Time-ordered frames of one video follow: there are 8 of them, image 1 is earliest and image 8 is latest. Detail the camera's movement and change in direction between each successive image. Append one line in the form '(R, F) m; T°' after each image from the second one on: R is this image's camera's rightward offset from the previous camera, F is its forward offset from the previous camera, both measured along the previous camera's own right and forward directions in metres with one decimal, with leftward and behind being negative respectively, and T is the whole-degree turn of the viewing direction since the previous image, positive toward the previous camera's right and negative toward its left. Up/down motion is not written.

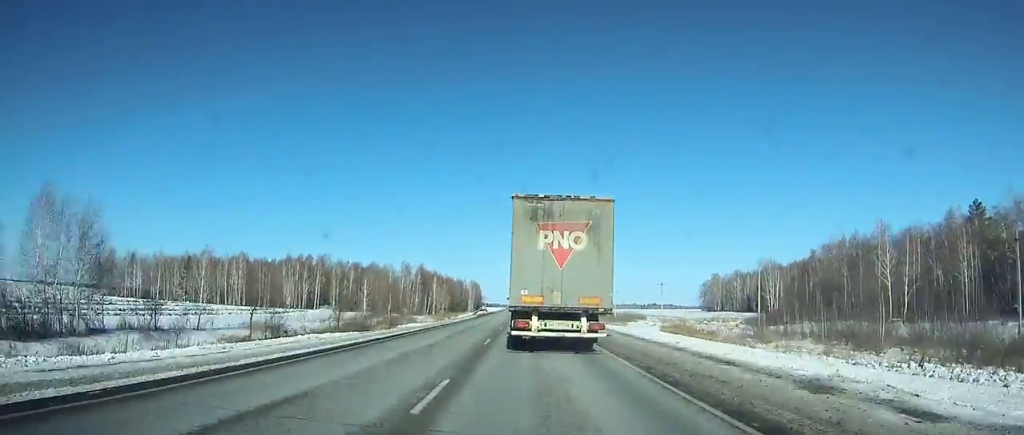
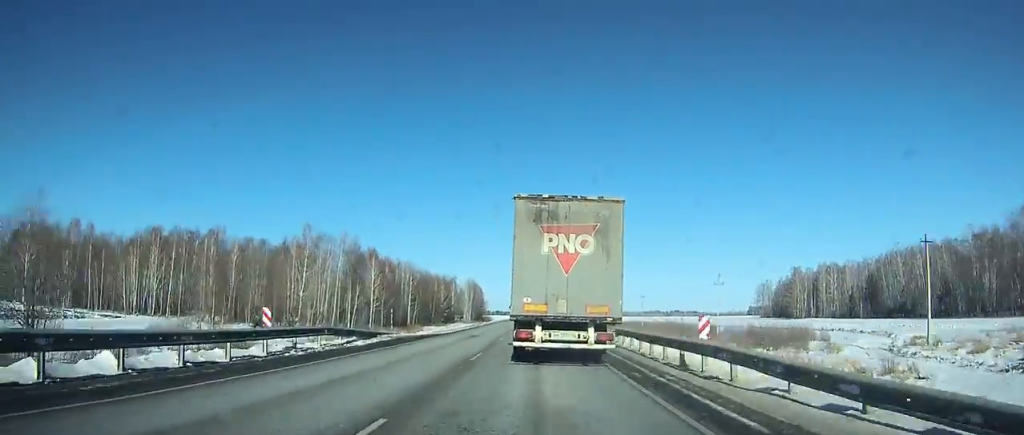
(-0.6, +93.1) m; -1°
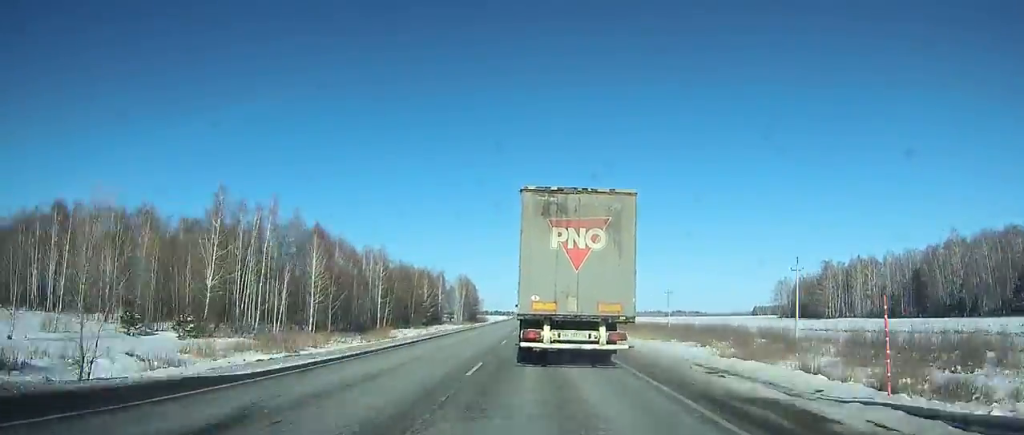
(-0.2, +29.8) m; 0°
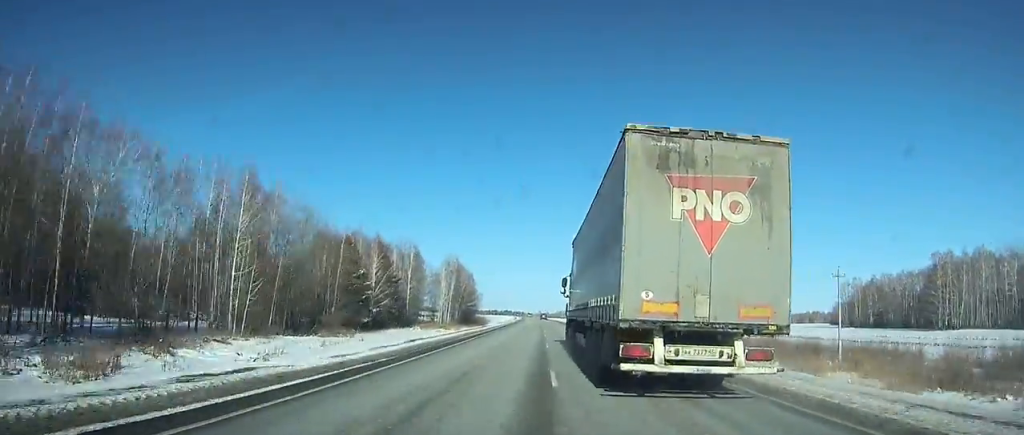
(-0.4, +63.9) m; -1°
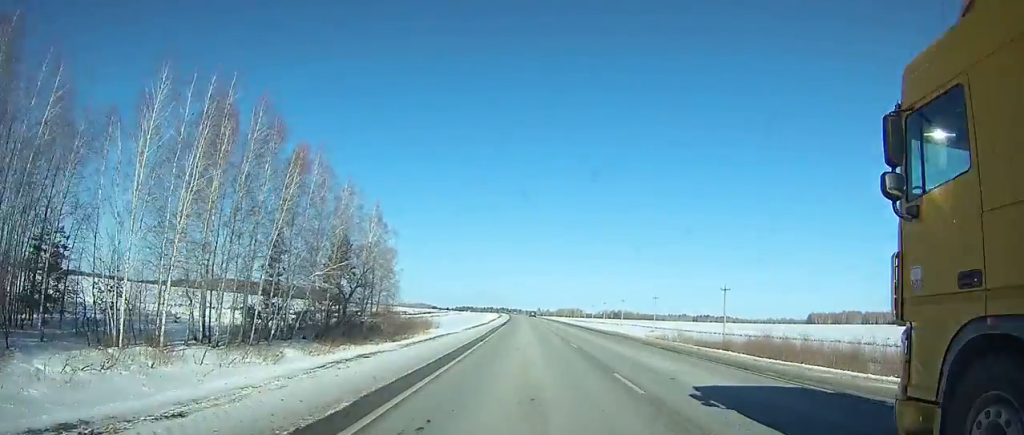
(-0.6, +119.7) m; 0°
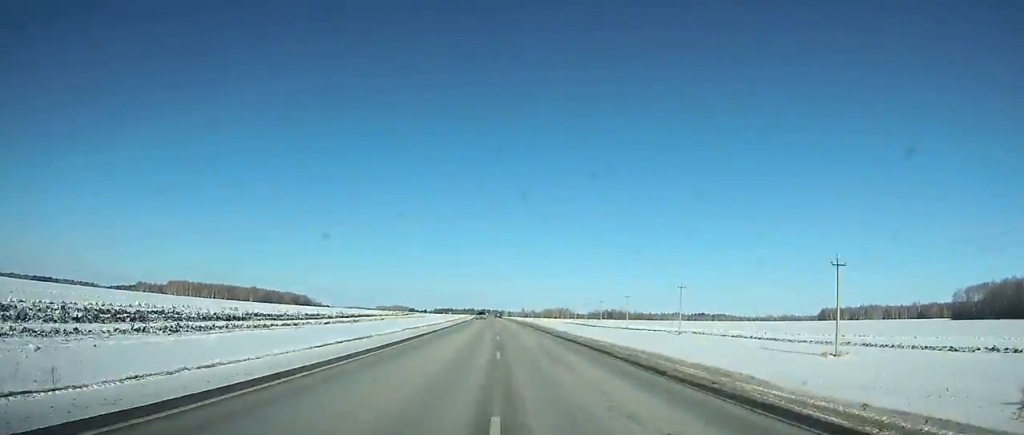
(+0.7, +87.7) m; 0°
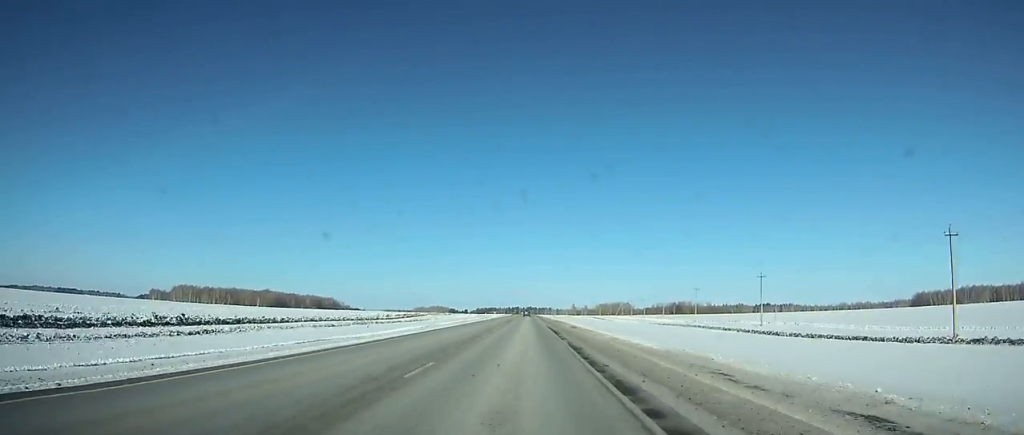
(-2.5, +112.2) m; -2°
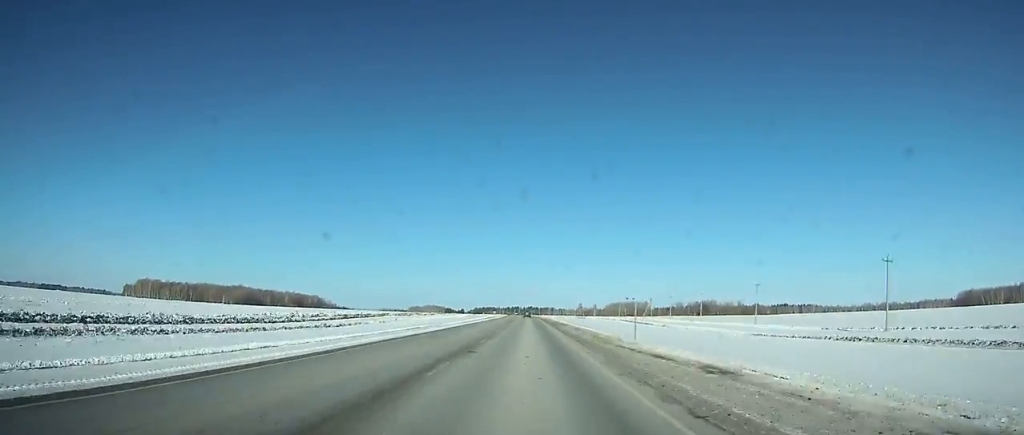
(-1.1, +83.3) m; -1°
